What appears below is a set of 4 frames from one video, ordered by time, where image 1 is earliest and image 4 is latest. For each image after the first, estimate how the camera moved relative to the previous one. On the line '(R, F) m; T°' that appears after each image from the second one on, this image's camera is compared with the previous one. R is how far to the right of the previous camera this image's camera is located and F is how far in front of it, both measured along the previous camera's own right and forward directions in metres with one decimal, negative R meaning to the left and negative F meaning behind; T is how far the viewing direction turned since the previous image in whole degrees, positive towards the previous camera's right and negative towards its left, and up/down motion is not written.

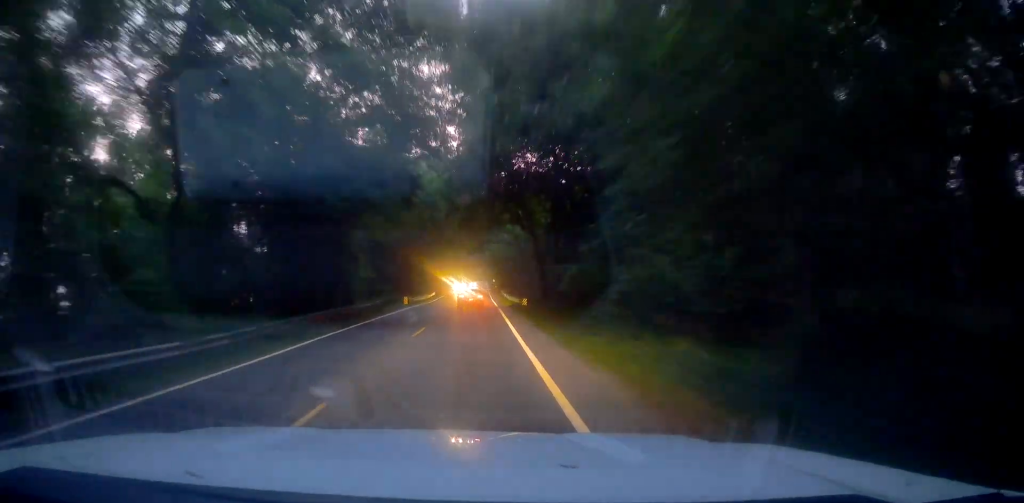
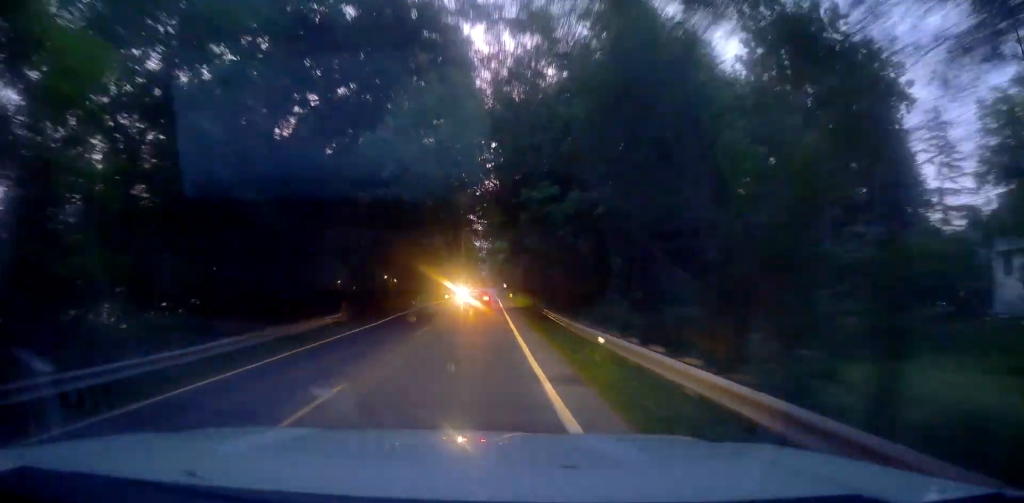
(-1.4, +59.2) m; -2°
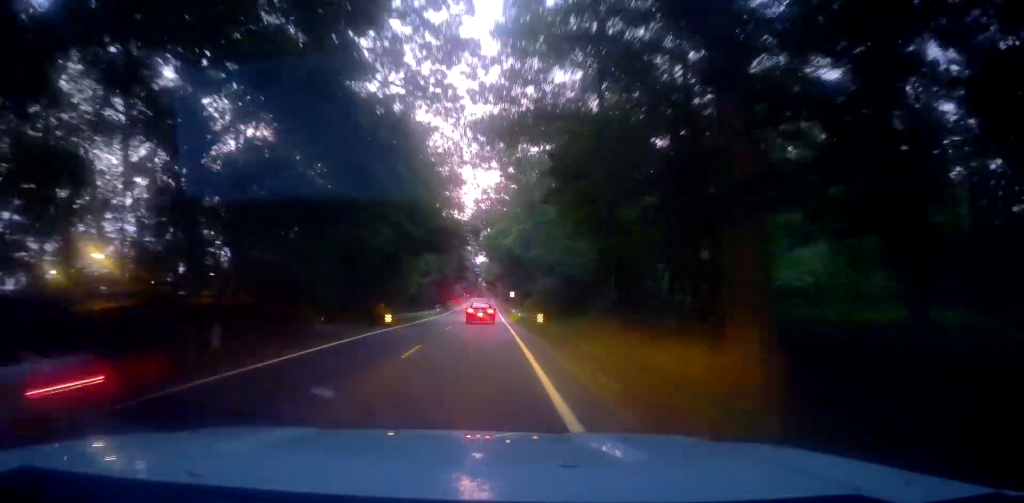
(-0.8, +50.8) m; 0°
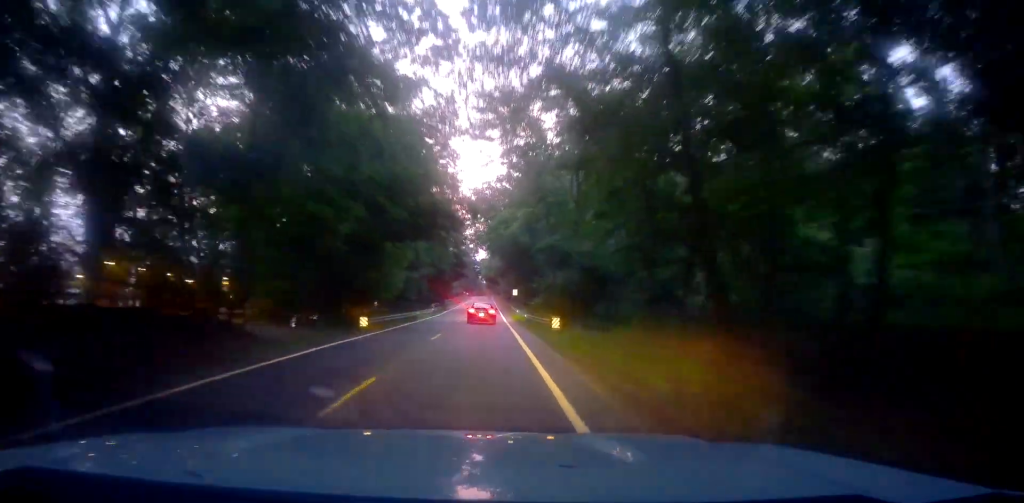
(0.0, +8.0) m; 0°
